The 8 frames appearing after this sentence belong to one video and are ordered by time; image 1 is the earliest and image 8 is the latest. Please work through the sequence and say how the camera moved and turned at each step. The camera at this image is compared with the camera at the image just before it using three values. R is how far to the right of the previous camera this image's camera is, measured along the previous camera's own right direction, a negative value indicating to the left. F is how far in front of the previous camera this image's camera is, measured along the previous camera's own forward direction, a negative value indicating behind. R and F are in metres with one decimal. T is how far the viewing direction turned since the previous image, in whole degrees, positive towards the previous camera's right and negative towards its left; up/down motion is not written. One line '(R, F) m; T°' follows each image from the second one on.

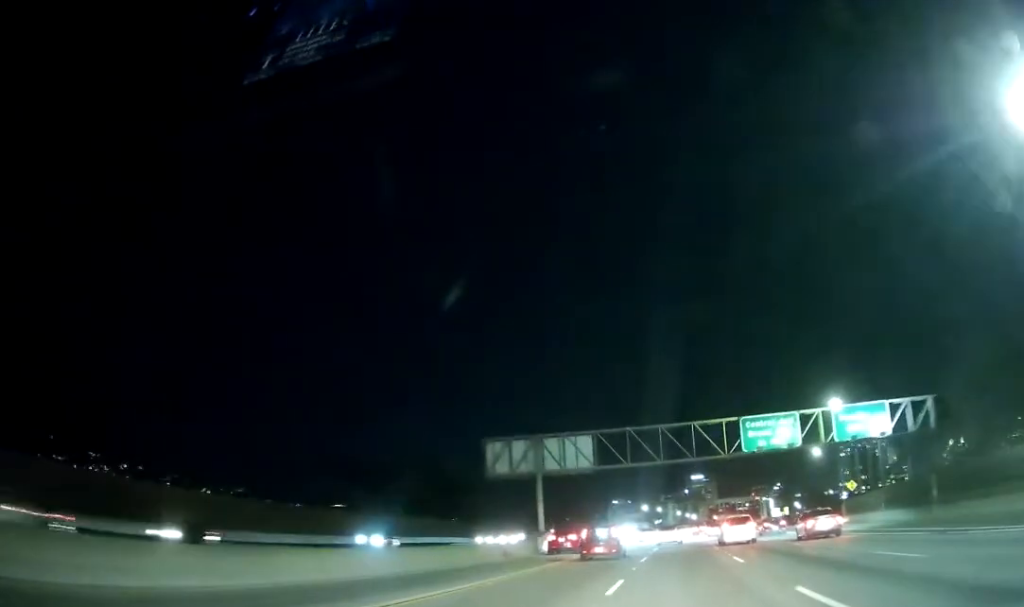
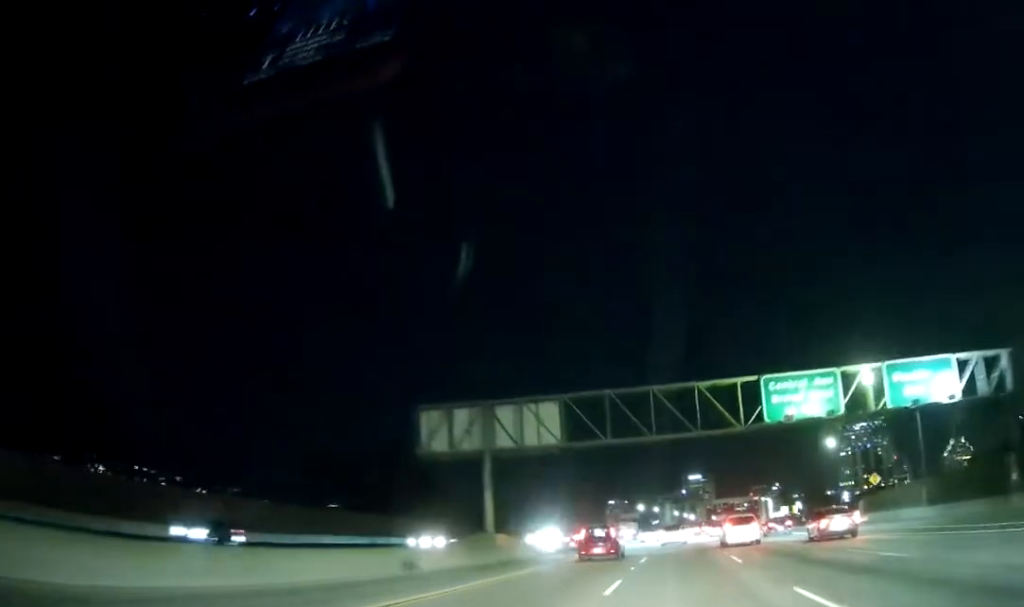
(0.0, +13.5) m; 0°
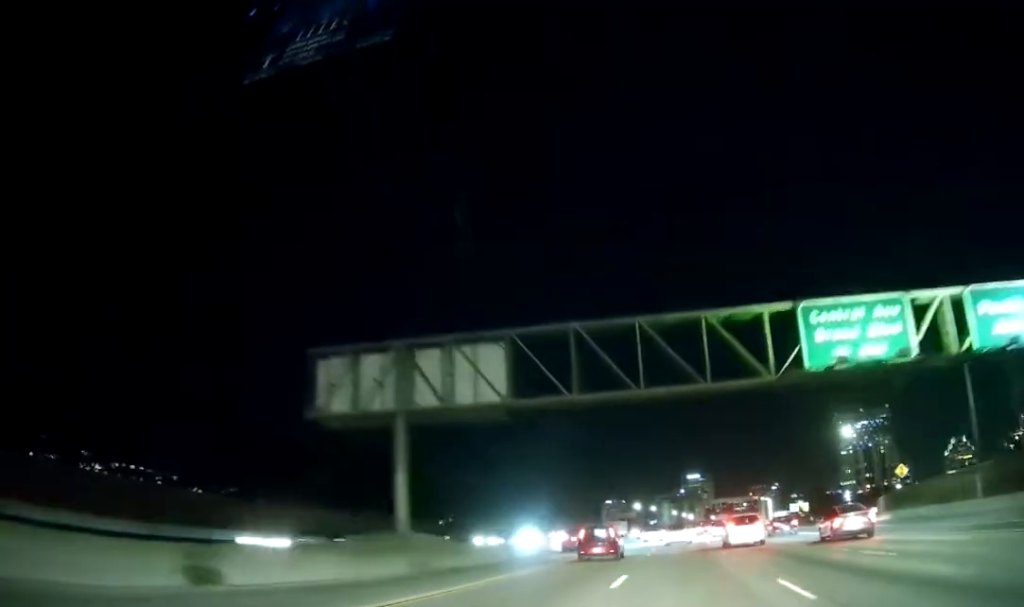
(0.0, +11.9) m; 0°
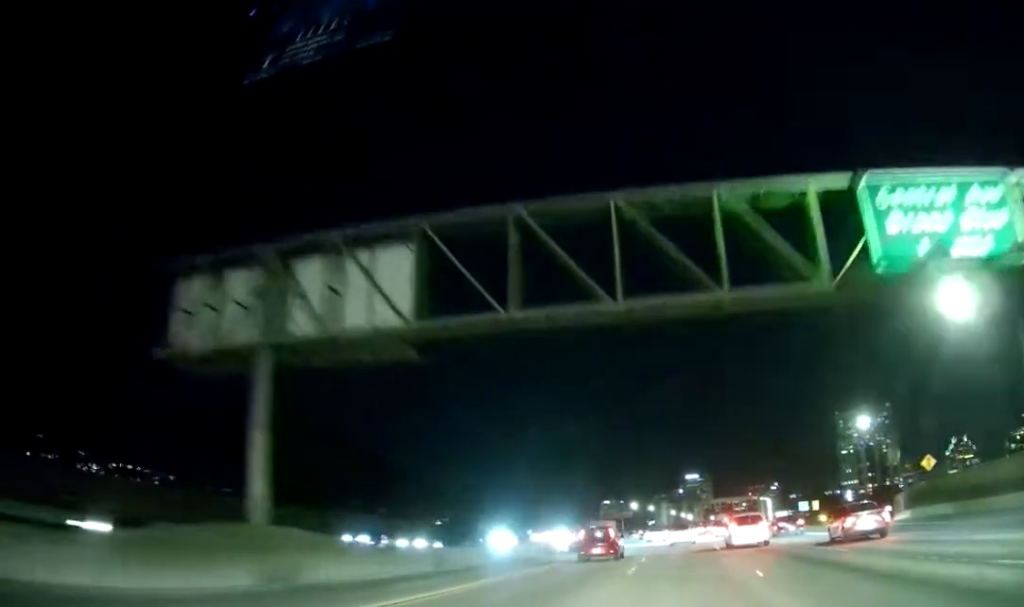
(0.0, +10.2) m; 0°
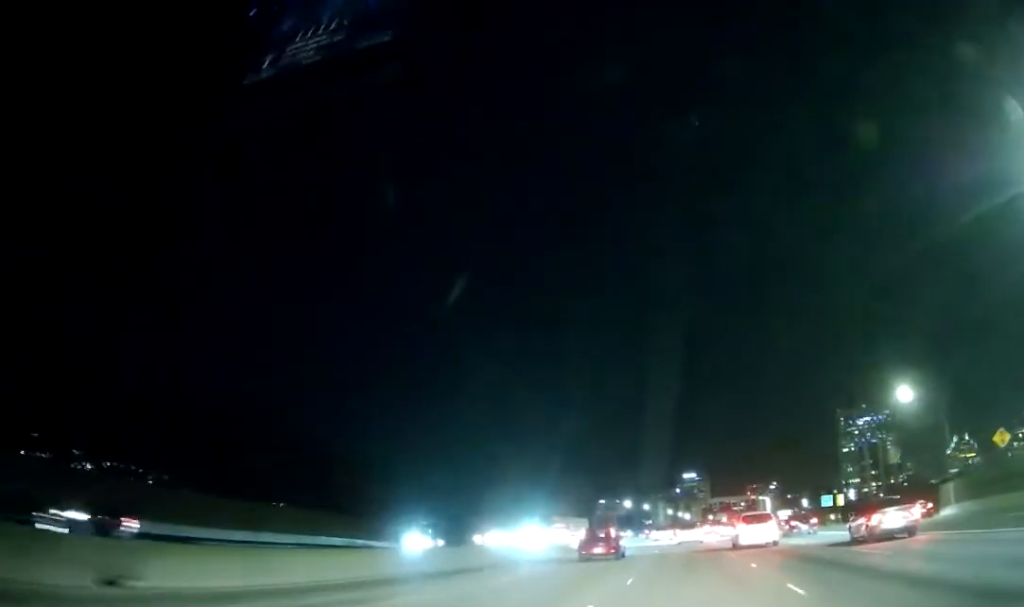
(+0.1, +17.6) m; 0°
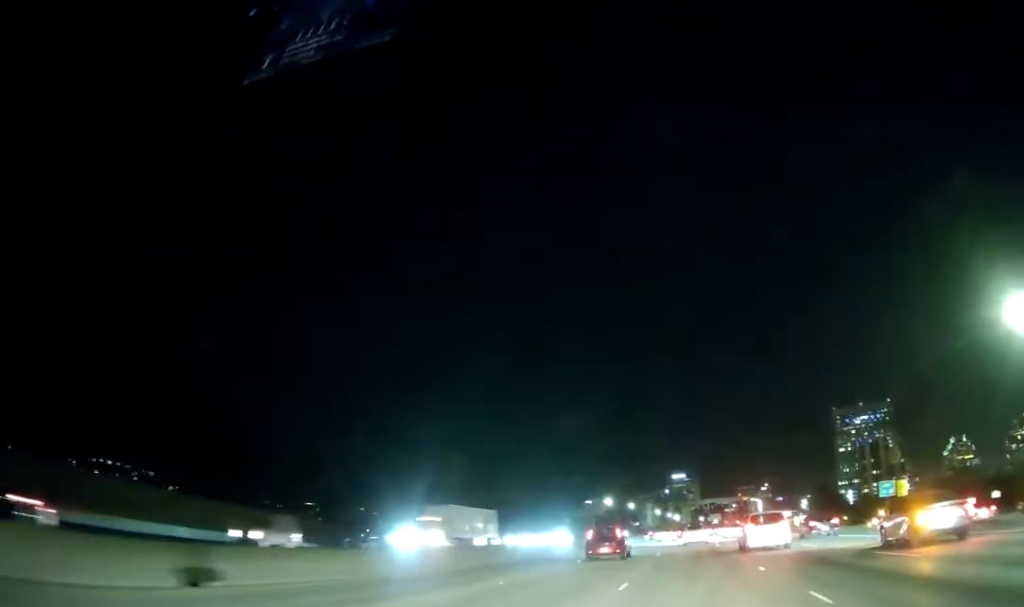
(+0.1, +25.2) m; +1°
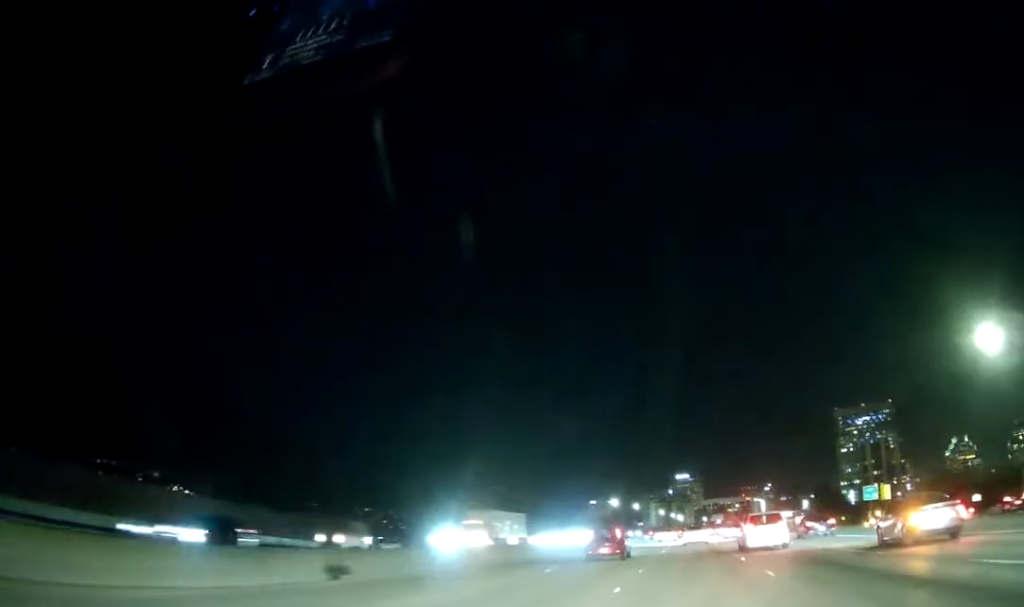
(+0.1, +13.6) m; 0°
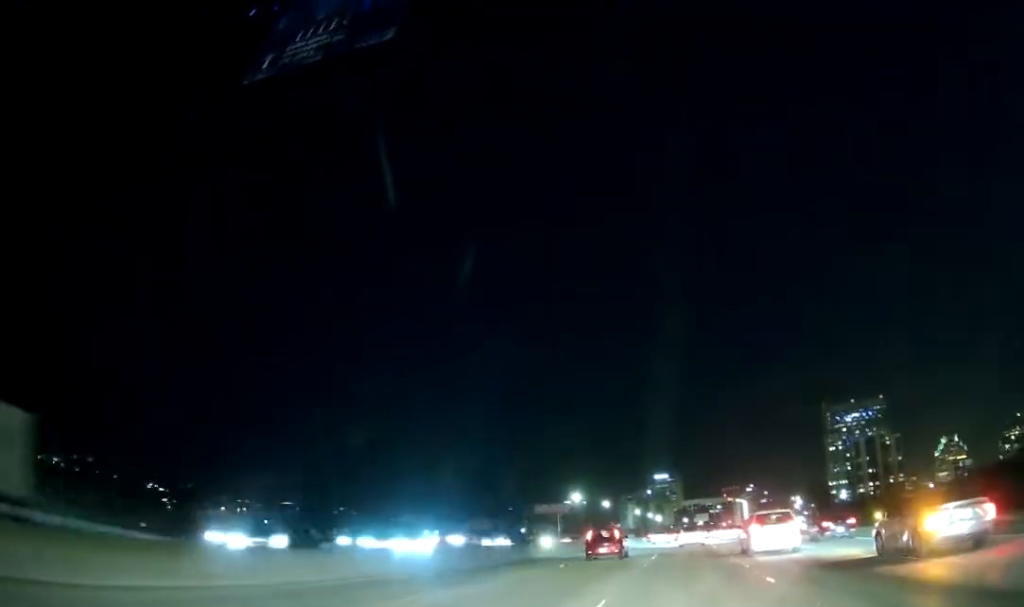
(+0.2, +34.4) m; +1°
